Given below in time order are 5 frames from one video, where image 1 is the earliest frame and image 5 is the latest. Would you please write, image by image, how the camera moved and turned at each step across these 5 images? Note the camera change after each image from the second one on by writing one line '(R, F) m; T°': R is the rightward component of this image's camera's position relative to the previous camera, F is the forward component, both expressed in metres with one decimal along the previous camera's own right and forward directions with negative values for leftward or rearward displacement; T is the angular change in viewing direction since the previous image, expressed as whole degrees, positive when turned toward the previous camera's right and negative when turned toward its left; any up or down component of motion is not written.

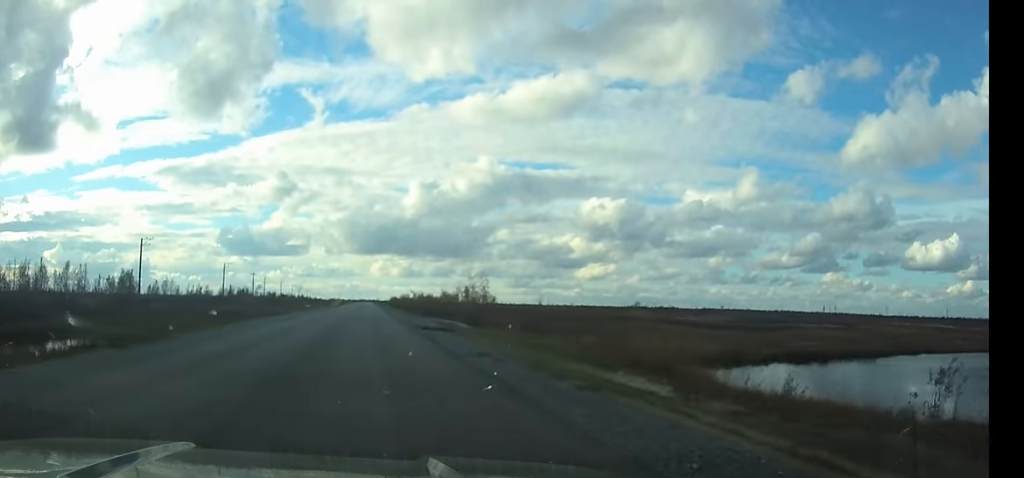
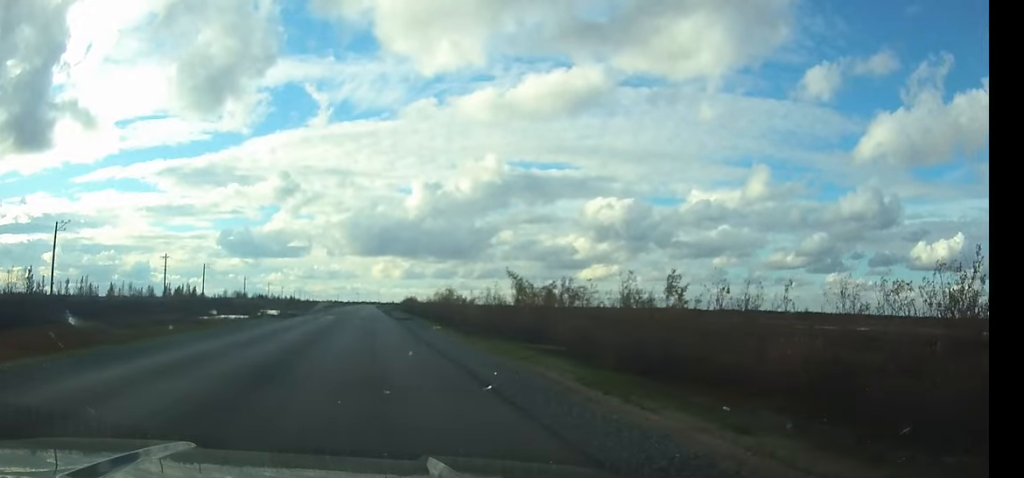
(0.0, +108.6) m; 0°
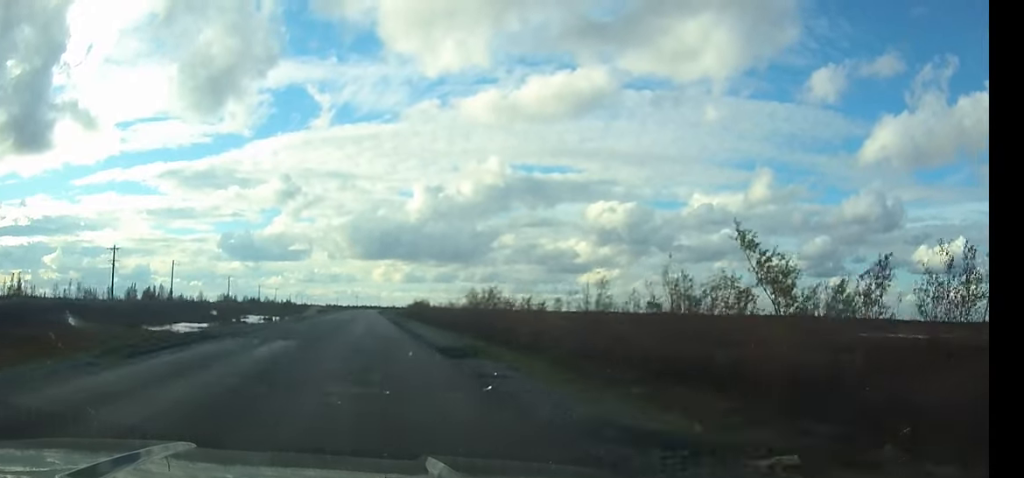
(-0.1, +31.0) m; 0°
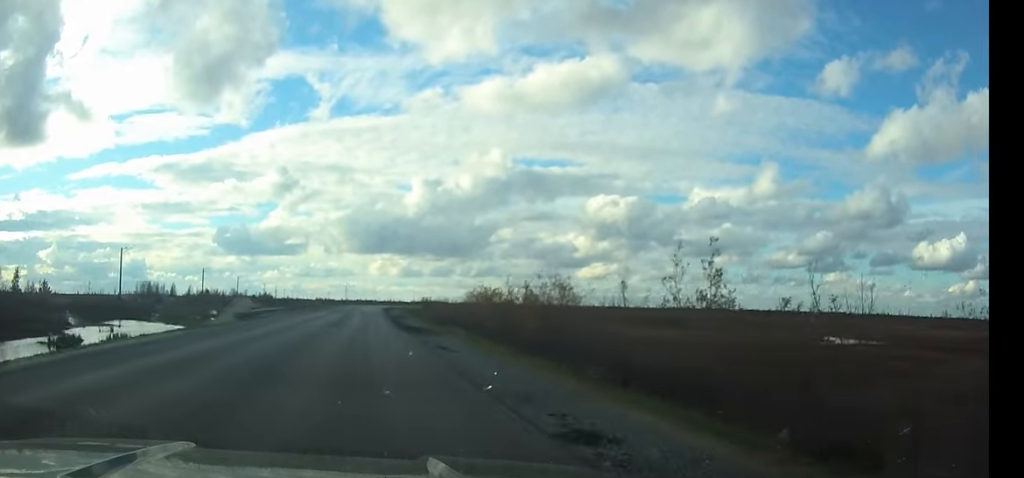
(+0.5, +99.6) m; 0°
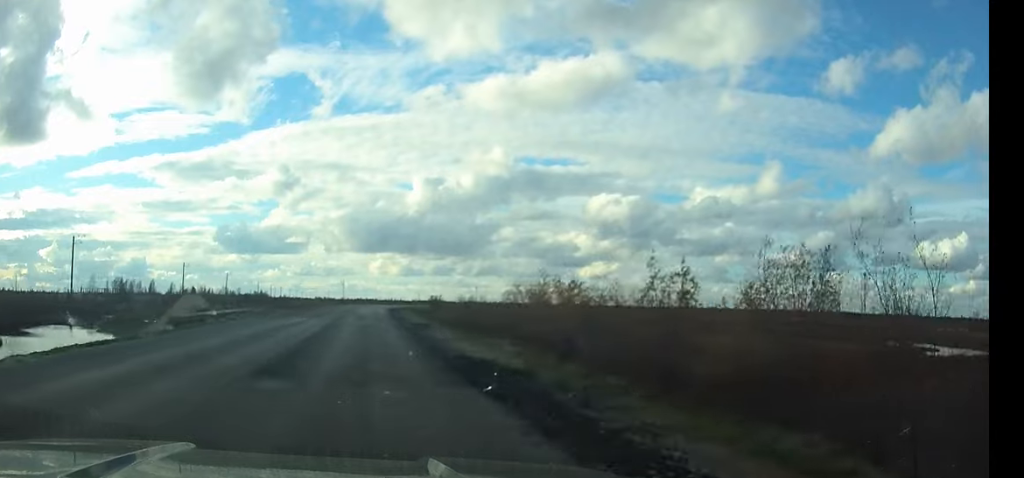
(0.0, +24.7) m; 0°
